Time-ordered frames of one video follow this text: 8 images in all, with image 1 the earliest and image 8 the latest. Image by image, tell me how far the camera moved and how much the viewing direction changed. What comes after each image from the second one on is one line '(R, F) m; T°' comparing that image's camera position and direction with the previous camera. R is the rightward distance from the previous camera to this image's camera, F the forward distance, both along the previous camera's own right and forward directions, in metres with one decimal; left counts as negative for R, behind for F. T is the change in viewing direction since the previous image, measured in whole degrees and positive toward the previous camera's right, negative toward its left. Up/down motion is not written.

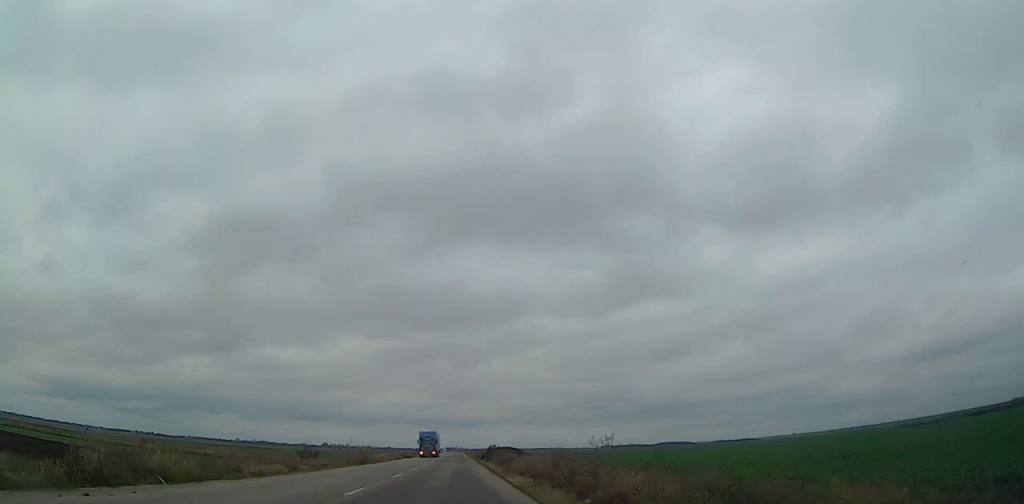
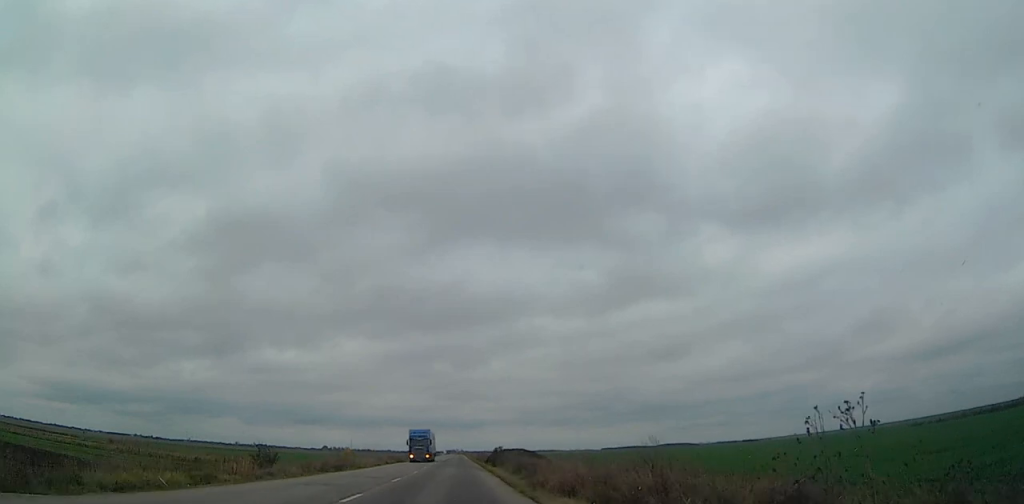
(0.0, +12.4) m; 0°
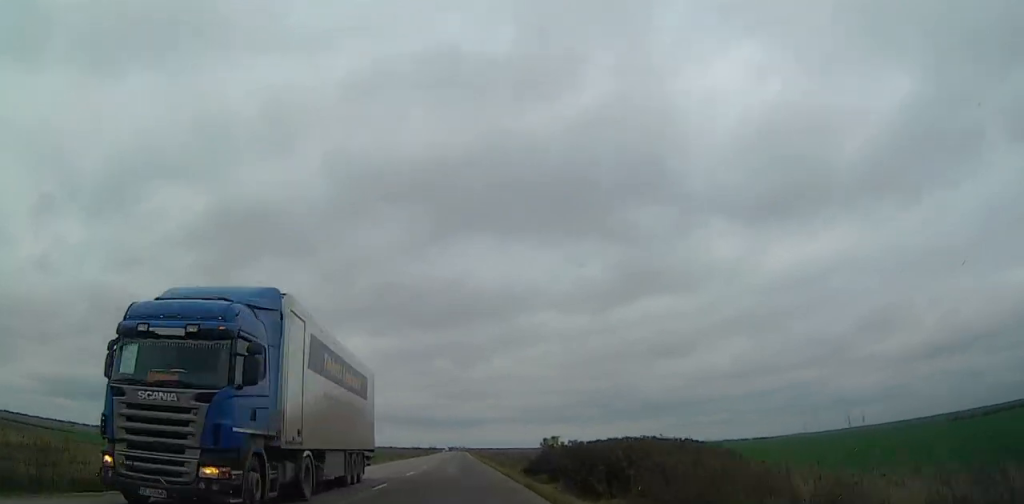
(0.0, +41.4) m; 0°
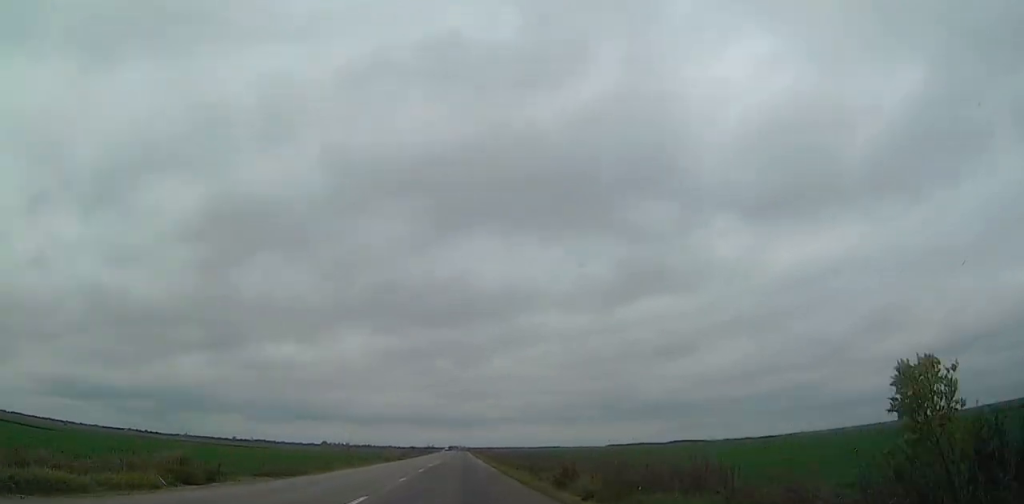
(0.0, +29.0) m; 0°
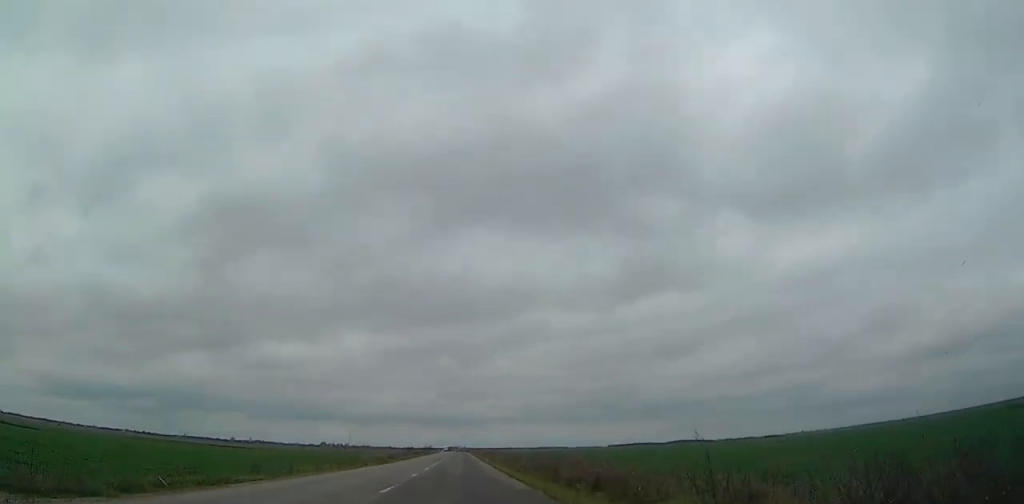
(-0.1, +17.6) m; 0°
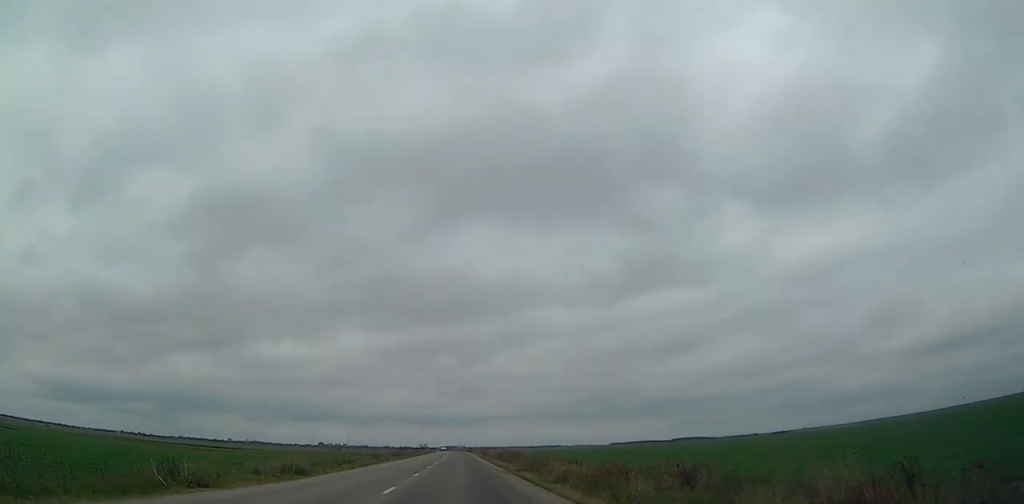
(0.0, +35.1) m; 0°
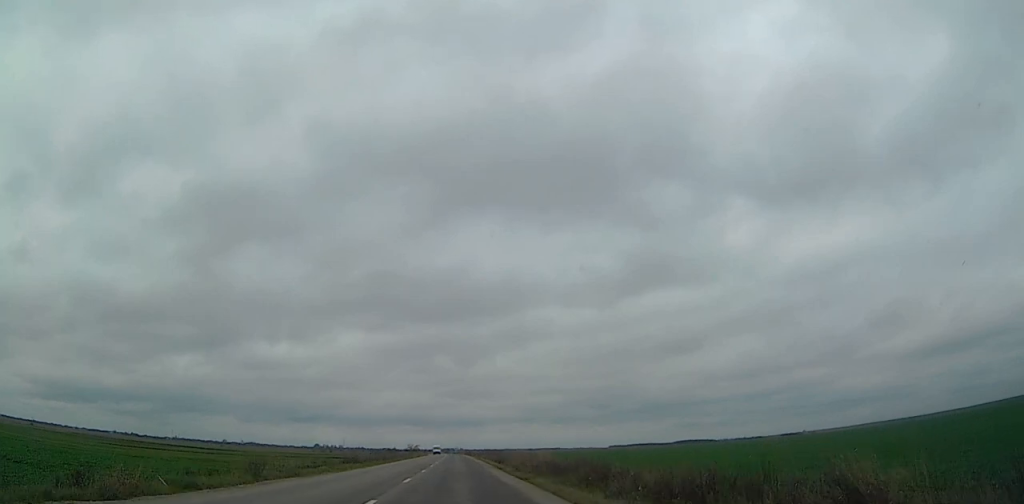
(-0.1, +39.1) m; 0°
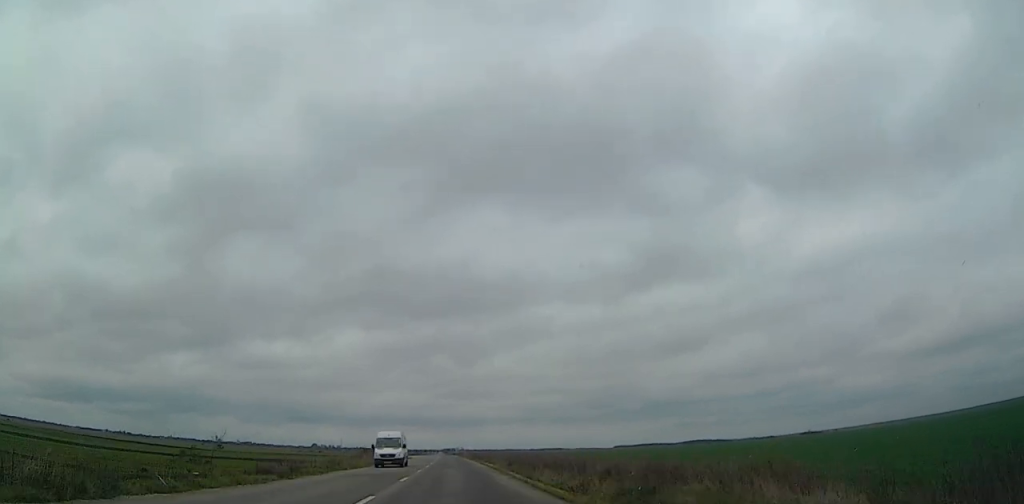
(0.0, +66.7) m; 0°
